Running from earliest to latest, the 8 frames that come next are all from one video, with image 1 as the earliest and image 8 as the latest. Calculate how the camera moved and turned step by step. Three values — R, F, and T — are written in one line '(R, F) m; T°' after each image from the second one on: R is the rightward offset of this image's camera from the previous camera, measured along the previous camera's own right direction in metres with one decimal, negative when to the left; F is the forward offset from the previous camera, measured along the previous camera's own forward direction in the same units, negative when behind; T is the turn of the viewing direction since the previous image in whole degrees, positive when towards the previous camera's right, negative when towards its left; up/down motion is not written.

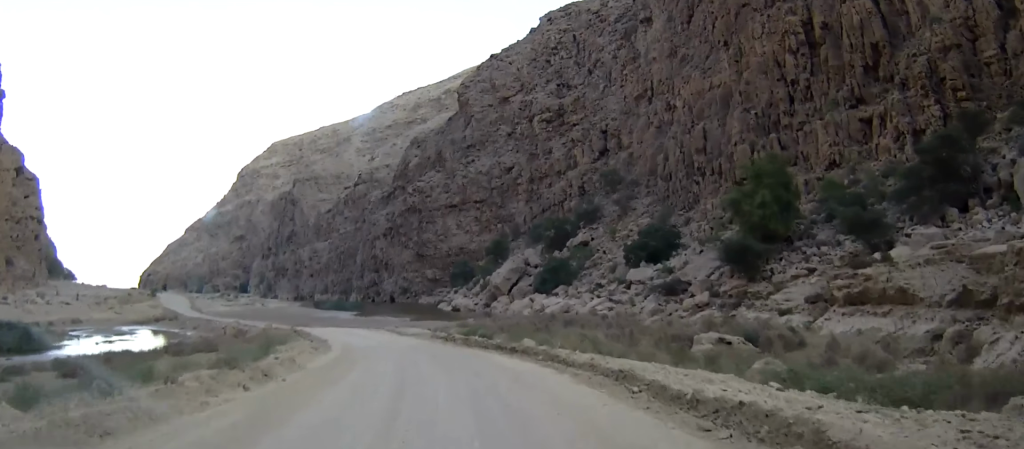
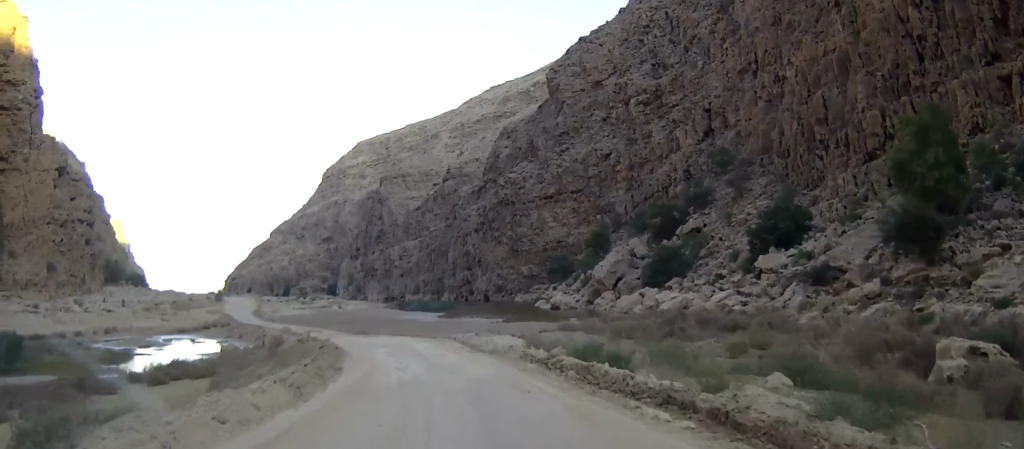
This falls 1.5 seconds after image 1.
(-0.6, +14.4) m; -6°
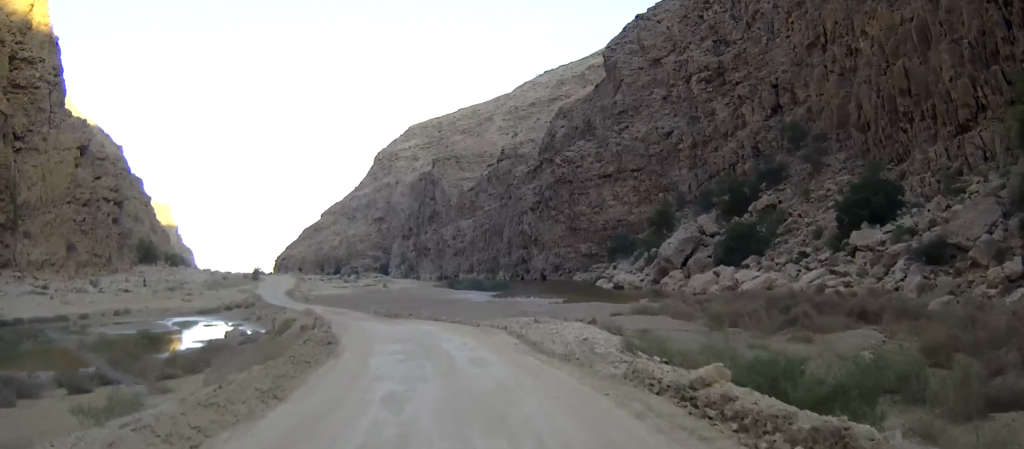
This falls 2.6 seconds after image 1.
(-0.4, +10.1) m; -5°
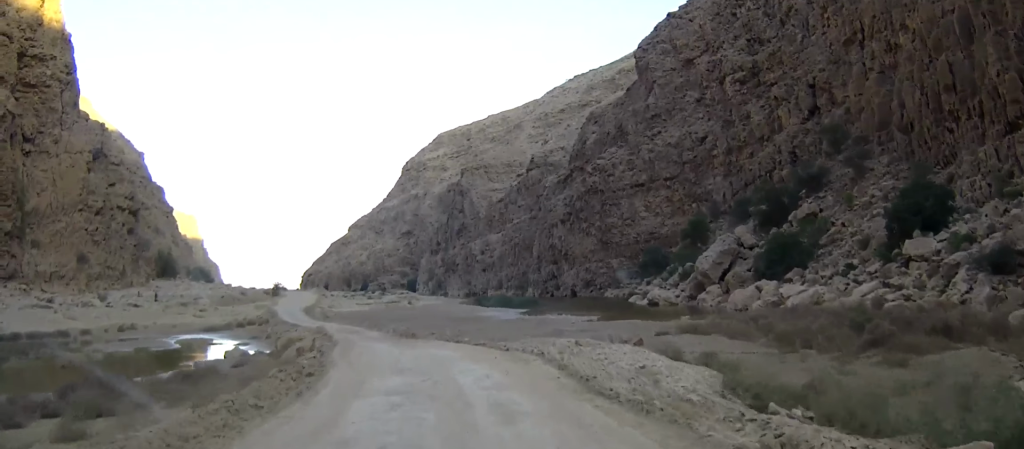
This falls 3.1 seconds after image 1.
(-0.1, +5.1) m; -2°
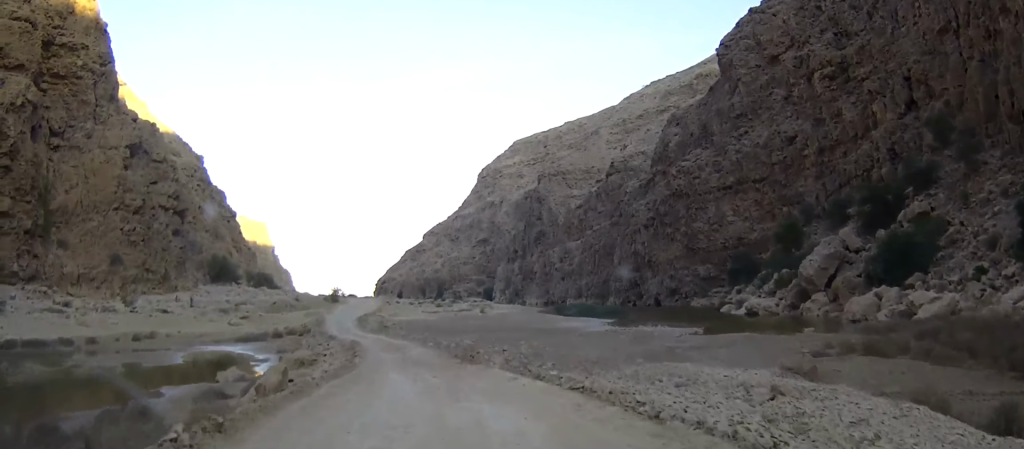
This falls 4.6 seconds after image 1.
(-0.7, +12.7) m; -7°
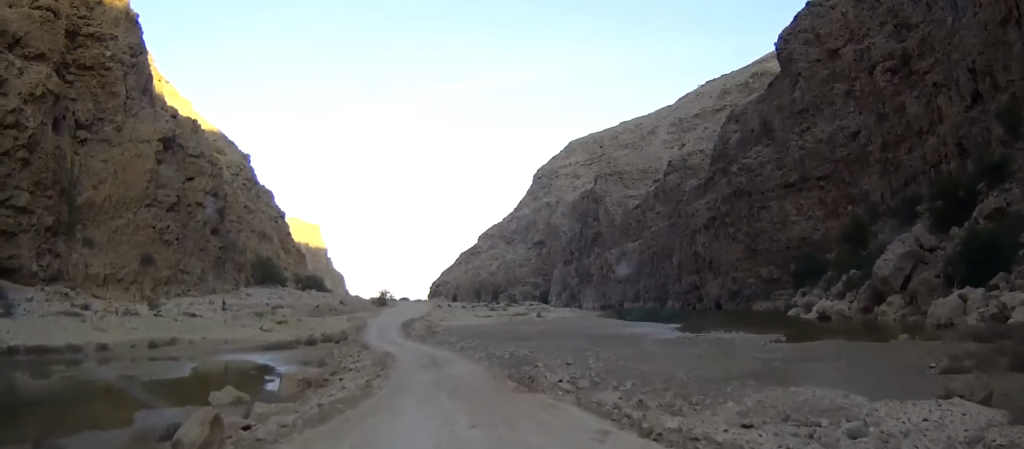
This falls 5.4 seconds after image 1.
(-0.3, +6.9) m; -4°
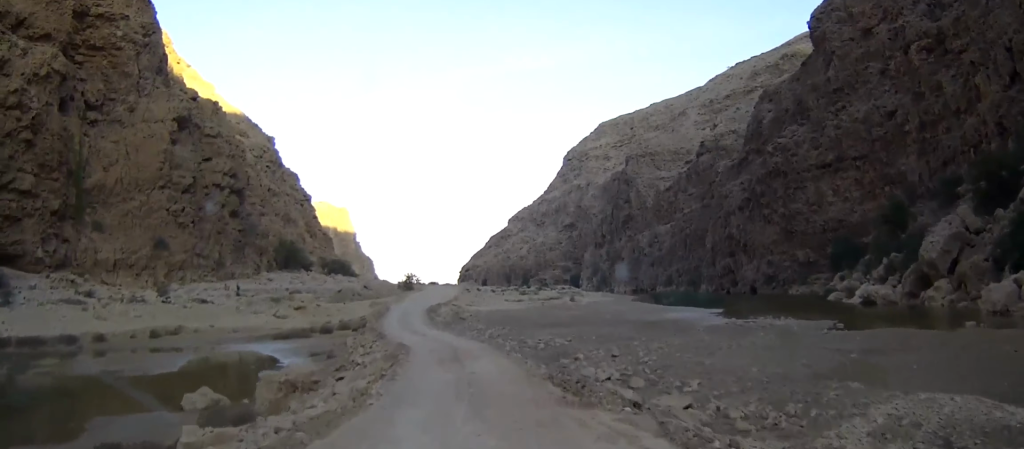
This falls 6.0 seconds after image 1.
(-0.1, +4.9) m; -2°
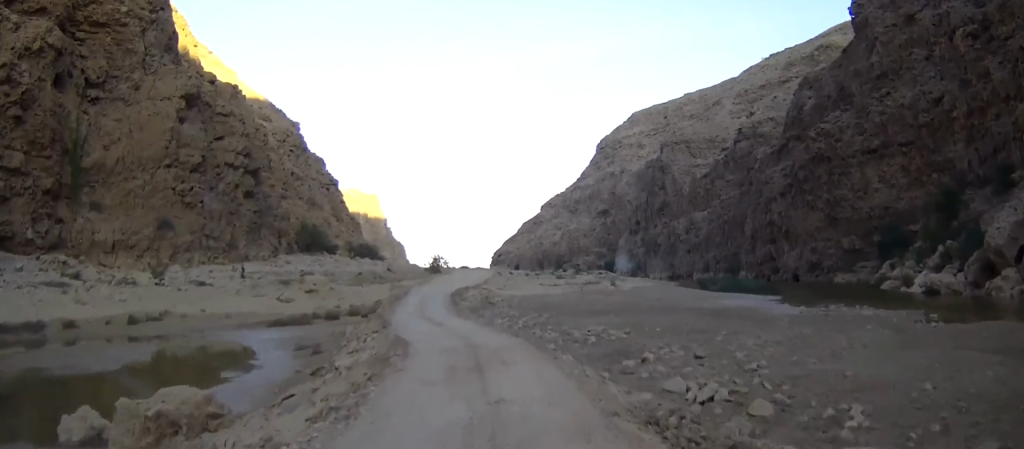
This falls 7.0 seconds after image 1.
(-0.2, +7.8) m; -3°
